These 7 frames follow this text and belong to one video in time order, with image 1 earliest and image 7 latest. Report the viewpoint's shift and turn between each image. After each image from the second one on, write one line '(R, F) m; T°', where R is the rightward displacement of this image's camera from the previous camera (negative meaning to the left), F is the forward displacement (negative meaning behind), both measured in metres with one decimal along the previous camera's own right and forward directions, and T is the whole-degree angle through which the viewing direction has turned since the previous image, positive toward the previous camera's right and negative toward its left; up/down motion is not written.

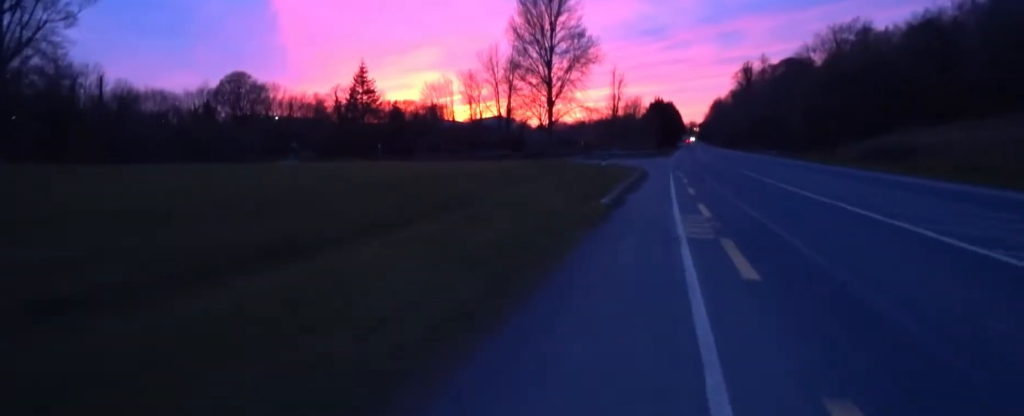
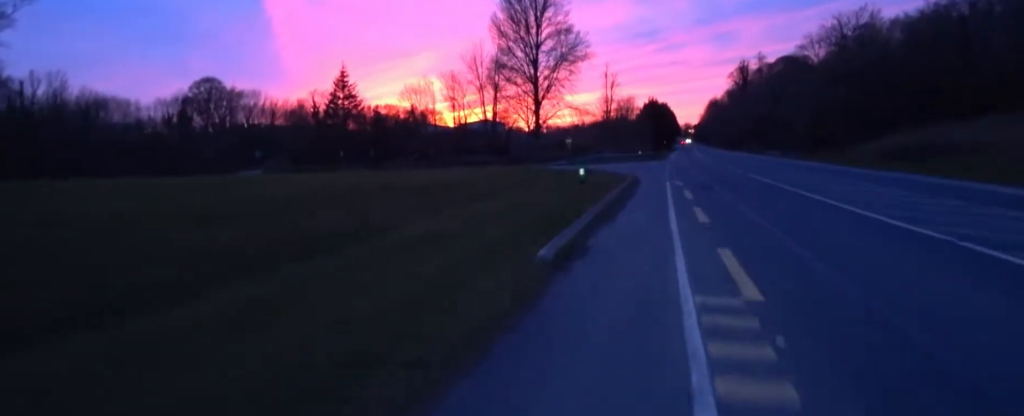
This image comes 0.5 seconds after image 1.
(0.0, +4.4) m; +5°
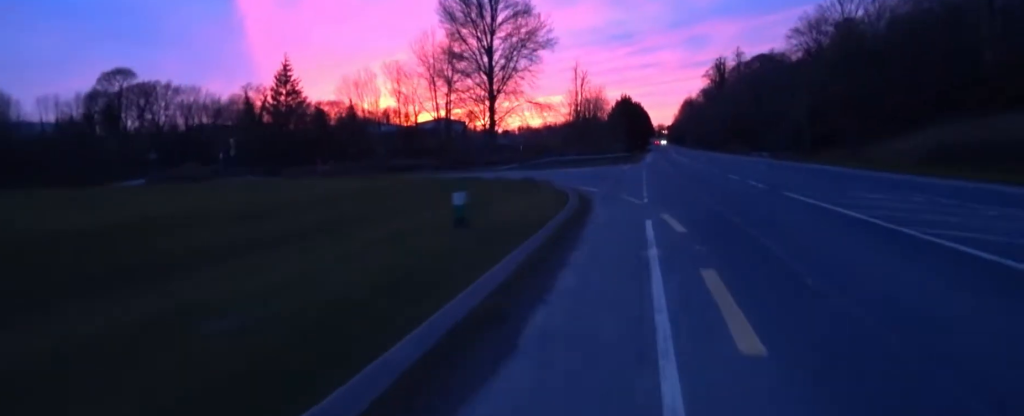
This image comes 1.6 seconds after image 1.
(+1.2, +9.2) m; +7°
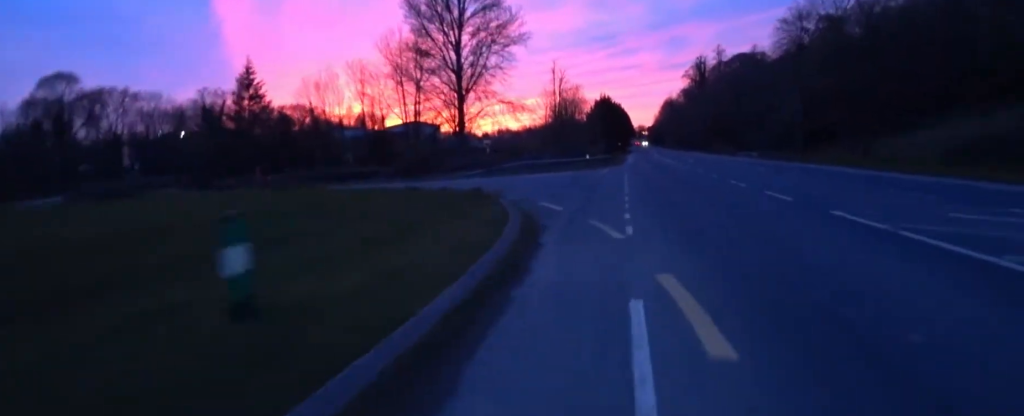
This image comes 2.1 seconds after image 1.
(+0.4, +4.1) m; -4°
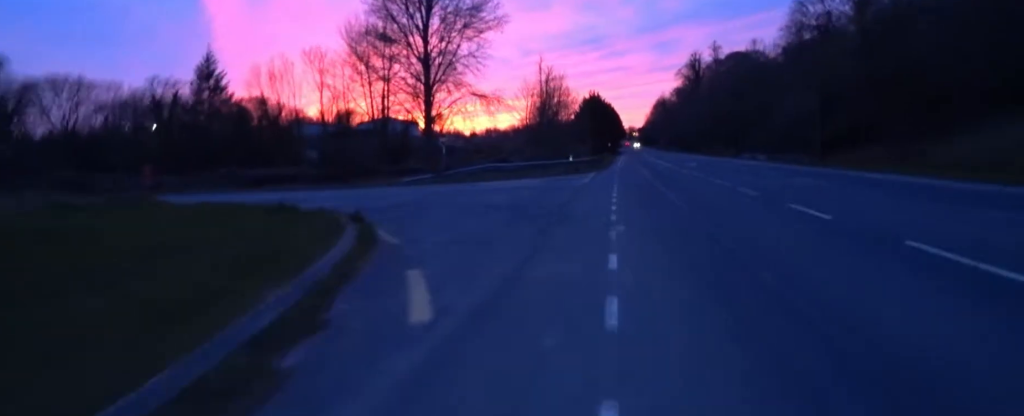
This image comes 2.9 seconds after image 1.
(-0.8, +6.3) m; -7°
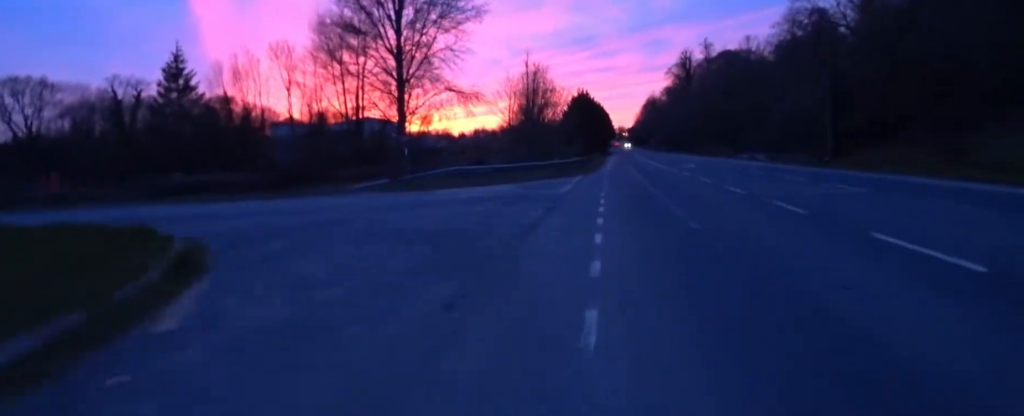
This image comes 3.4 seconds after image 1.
(-0.4, +3.4) m; -3°
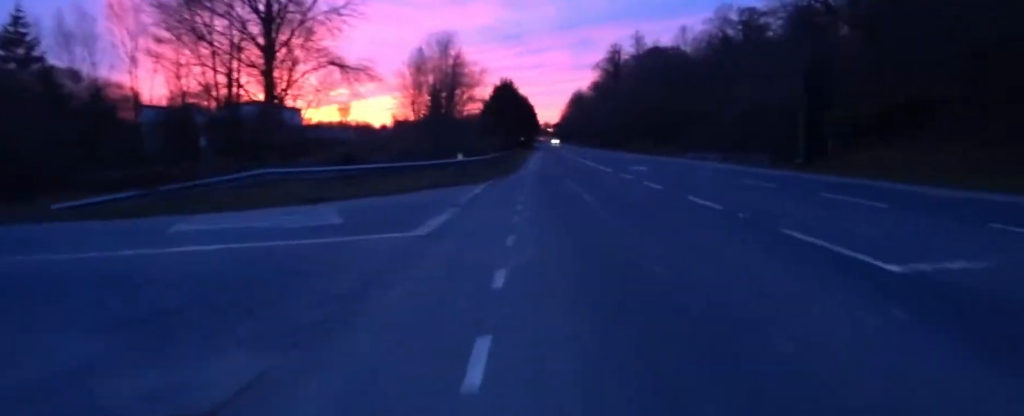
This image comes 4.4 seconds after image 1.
(+0.6, +8.2) m; +11°
